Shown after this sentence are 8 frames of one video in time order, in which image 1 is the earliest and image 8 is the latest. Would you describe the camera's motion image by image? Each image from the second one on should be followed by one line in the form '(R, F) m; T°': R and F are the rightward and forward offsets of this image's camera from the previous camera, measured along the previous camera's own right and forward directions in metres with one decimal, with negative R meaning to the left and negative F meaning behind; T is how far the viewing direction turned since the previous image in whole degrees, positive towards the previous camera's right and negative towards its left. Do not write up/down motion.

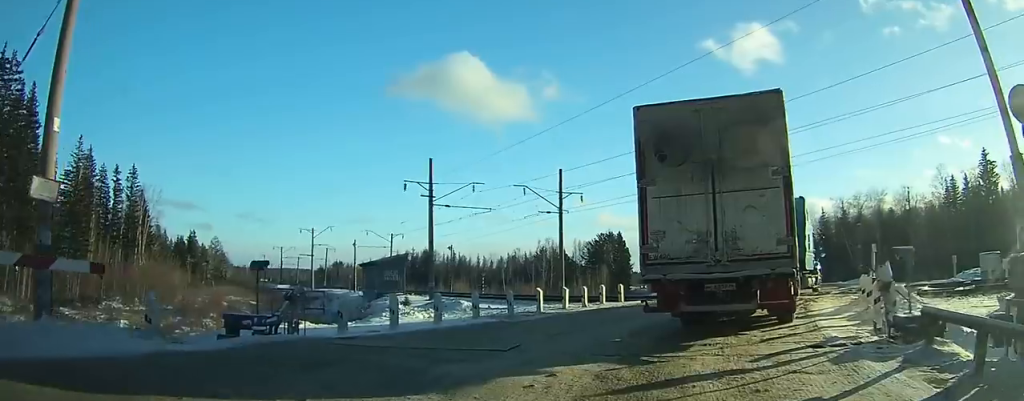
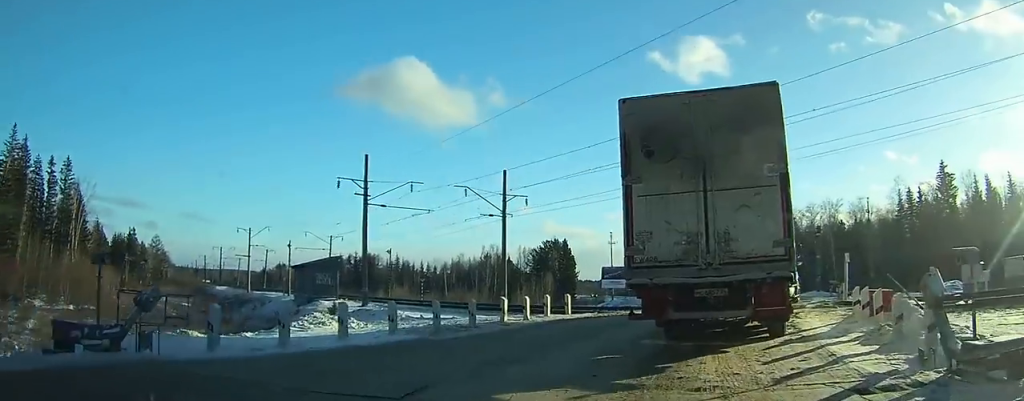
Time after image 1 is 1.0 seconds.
(+0.1, +2.5) m; +5°
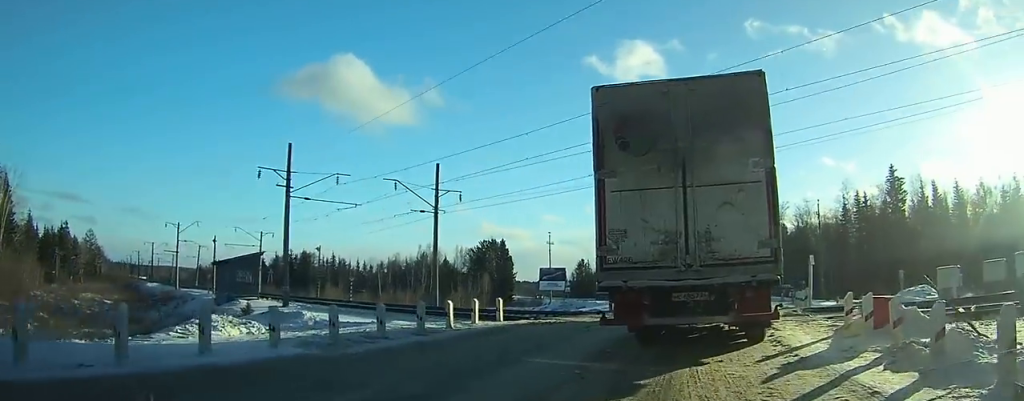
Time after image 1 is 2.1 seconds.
(+0.1, +2.8) m; +6°
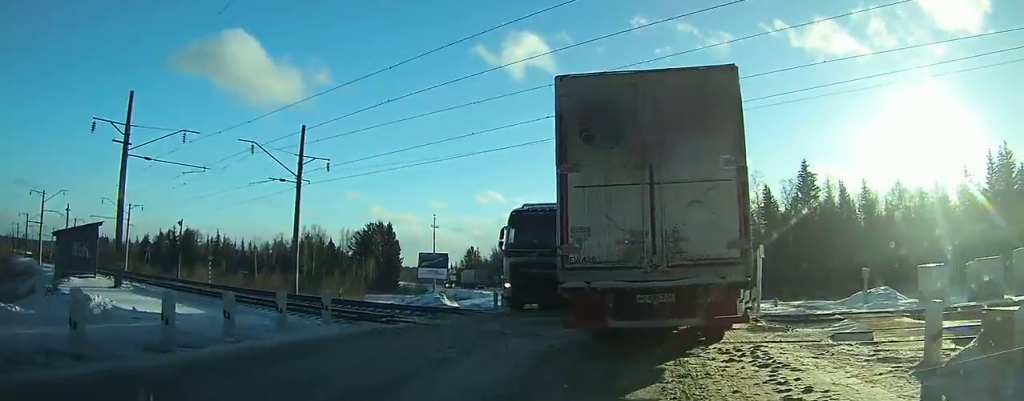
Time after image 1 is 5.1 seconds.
(+1.0, +6.7) m; +14°
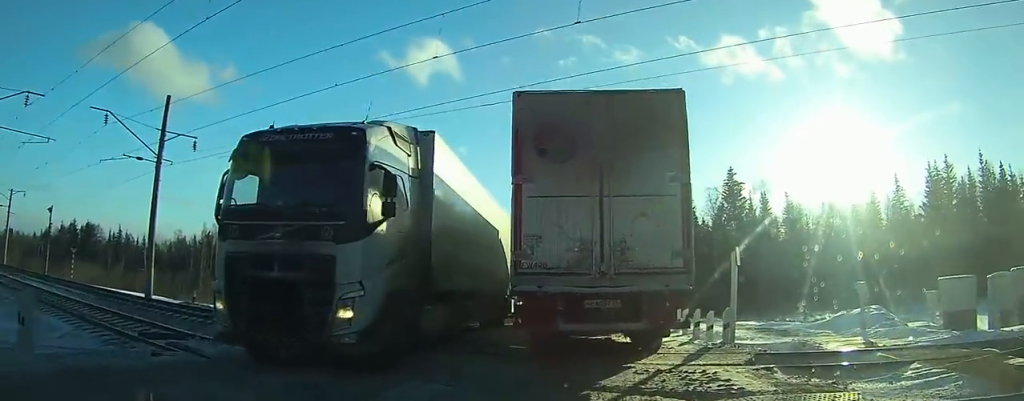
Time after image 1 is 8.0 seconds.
(+0.4, +6.5) m; +6°
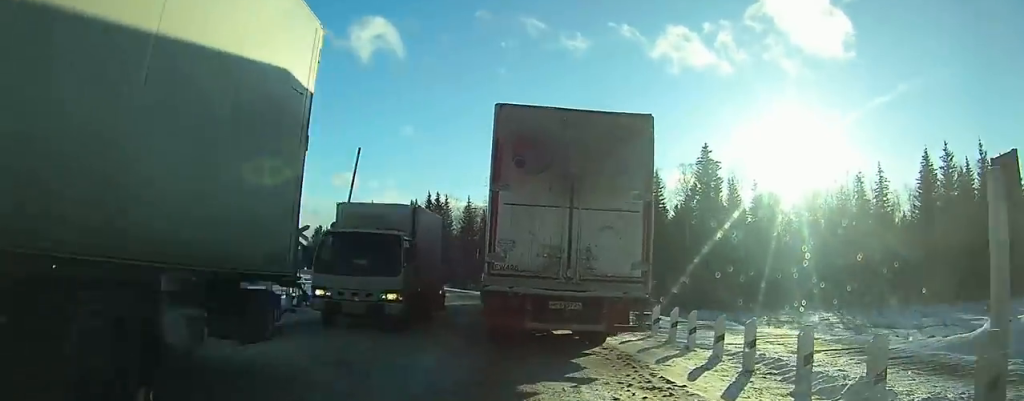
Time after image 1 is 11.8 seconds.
(-0.1, +9.1) m; +1°
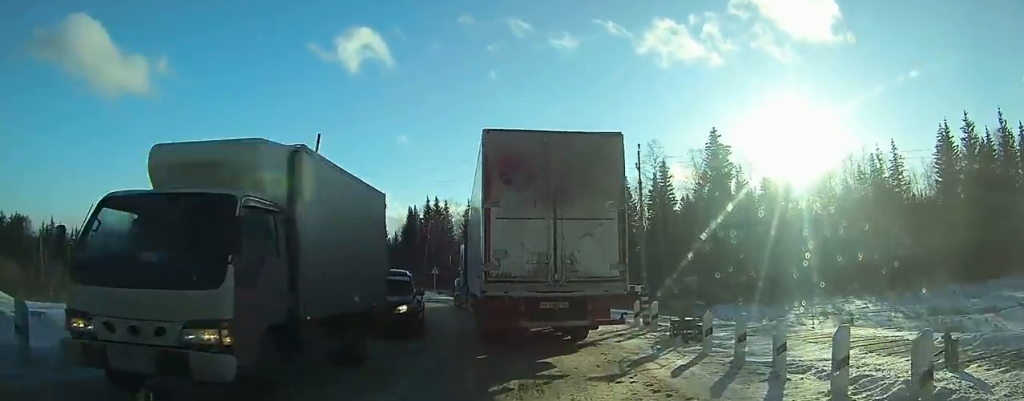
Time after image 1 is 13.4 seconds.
(+0.2, +4.6) m; +2°
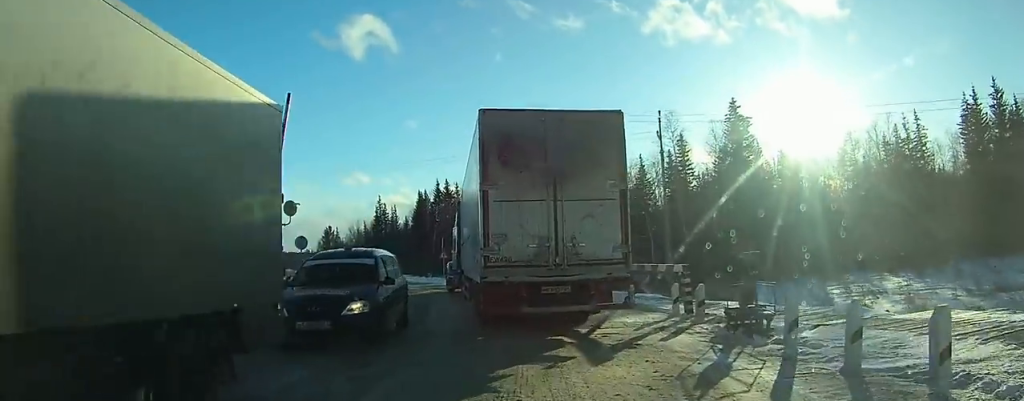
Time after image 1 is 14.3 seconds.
(0.0, +2.7) m; 0°
